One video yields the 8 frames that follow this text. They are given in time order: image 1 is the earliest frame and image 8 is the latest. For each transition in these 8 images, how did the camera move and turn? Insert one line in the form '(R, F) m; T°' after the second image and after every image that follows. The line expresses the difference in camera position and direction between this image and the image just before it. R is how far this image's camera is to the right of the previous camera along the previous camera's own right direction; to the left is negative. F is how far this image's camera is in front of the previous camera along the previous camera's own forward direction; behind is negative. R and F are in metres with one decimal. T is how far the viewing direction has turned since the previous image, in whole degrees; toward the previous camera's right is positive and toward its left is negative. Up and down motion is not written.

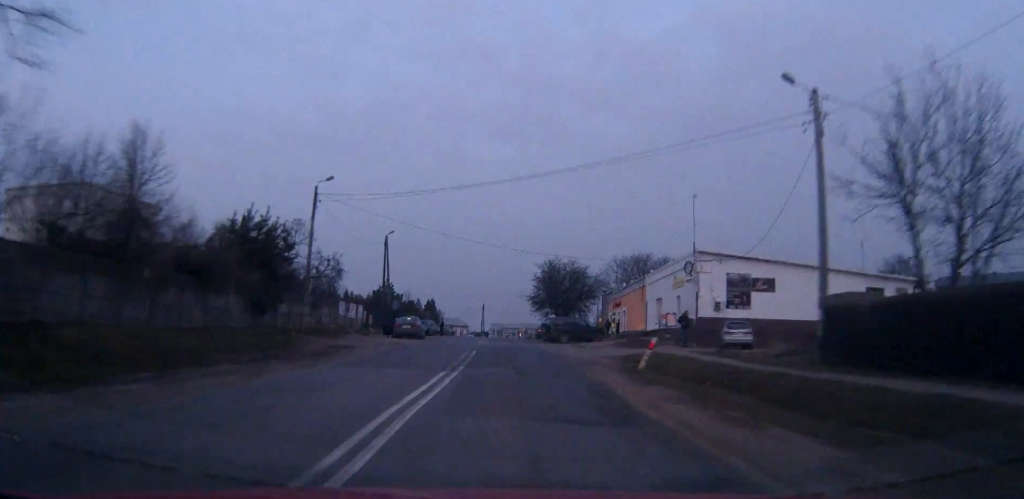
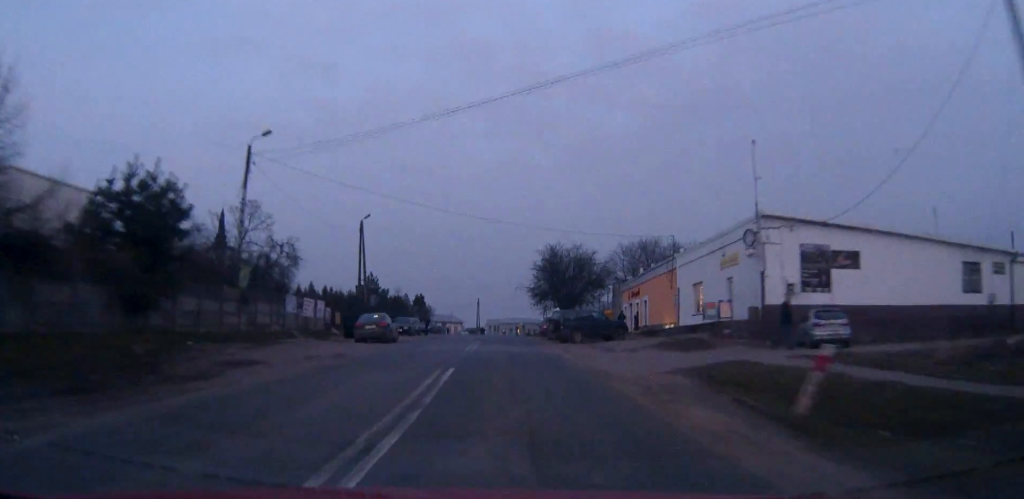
(0.0, +11.4) m; 0°
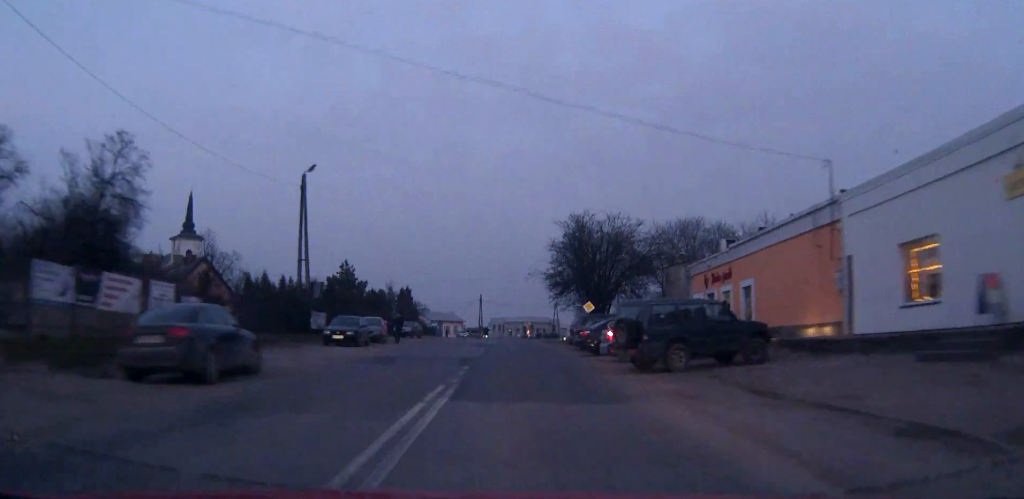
(+0.1, +22.4) m; 0°
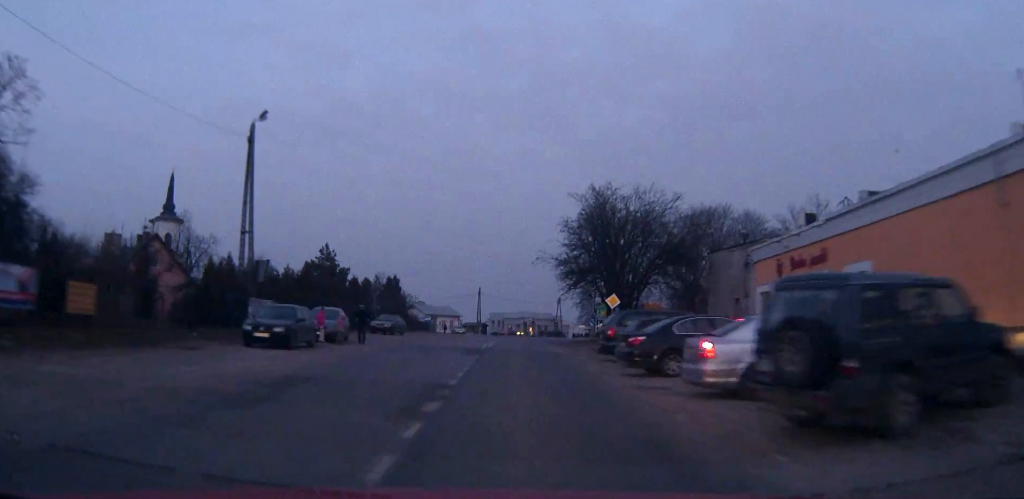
(0.0, +11.1) m; 0°
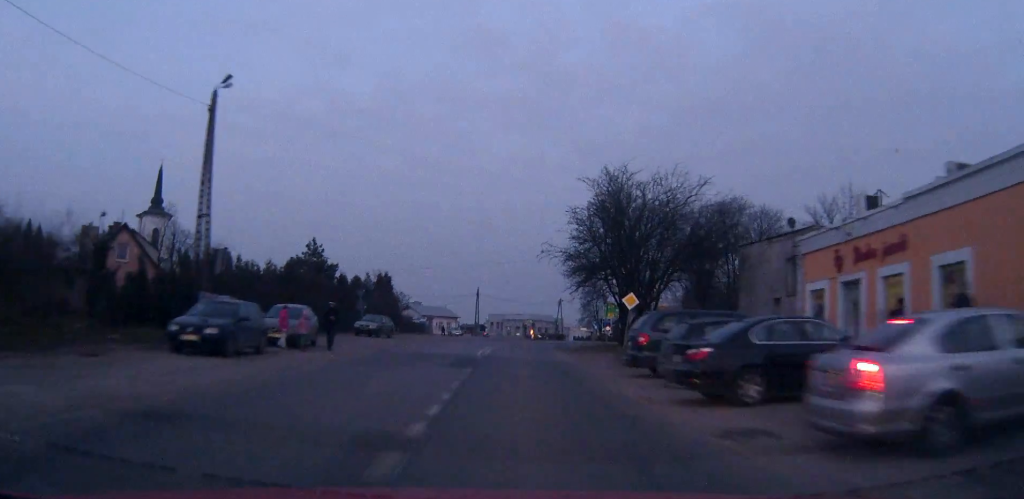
(0.0, +5.7) m; 0°
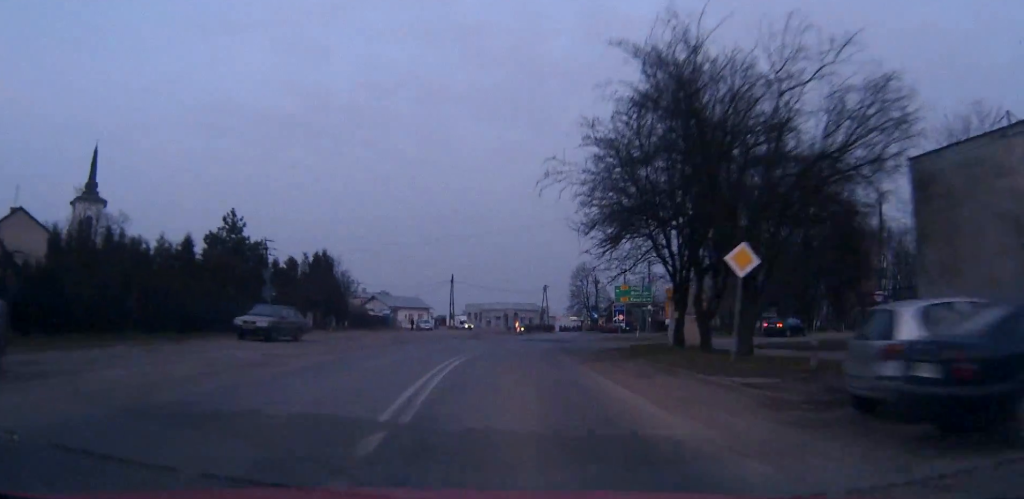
(+0.1, +18.7) m; +1°
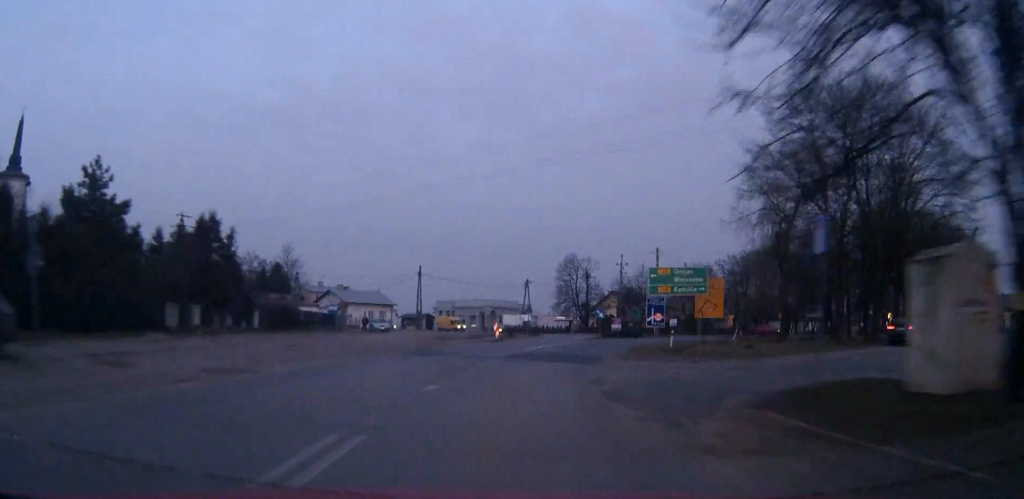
(+0.3, +19.4) m; +2°
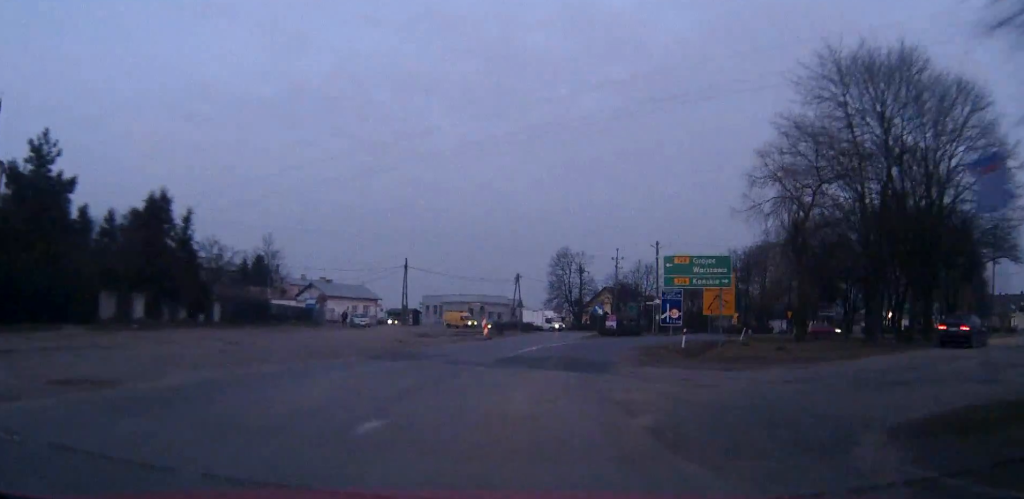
(0.0, +5.2) m; +1°
